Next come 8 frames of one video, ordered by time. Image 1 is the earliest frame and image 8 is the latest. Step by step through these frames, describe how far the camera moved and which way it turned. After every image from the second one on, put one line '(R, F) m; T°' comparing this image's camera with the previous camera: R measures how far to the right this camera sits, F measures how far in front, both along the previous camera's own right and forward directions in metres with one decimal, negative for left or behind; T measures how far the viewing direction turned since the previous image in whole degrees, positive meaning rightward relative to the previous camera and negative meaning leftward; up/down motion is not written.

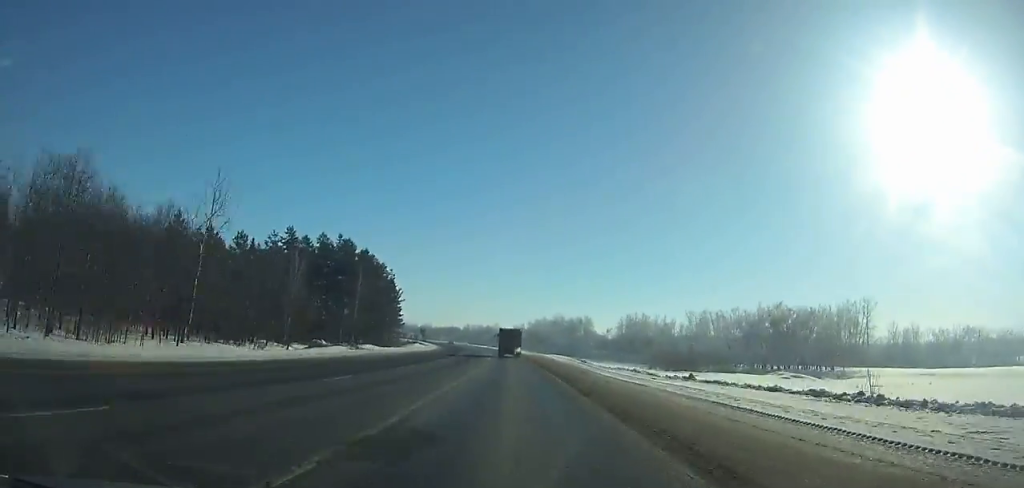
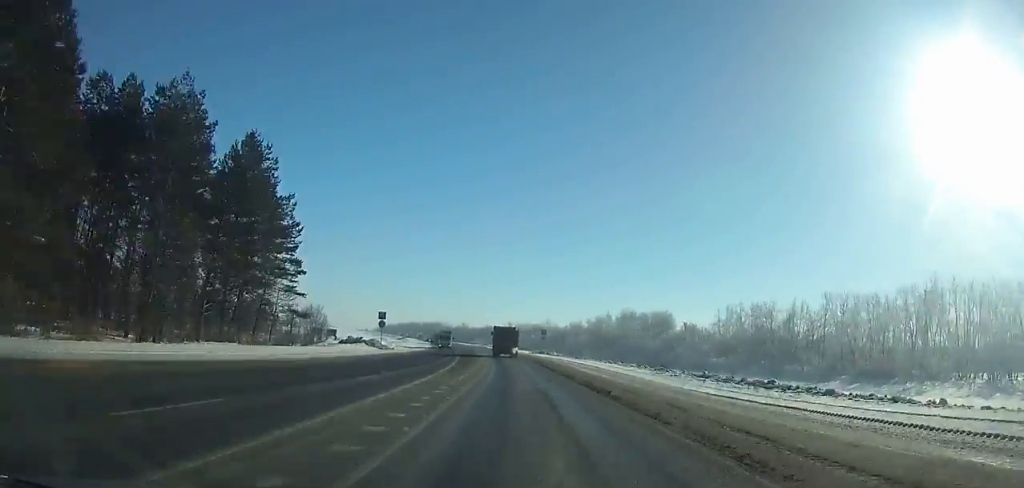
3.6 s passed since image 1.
(-4.9, +85.4) m; -6°
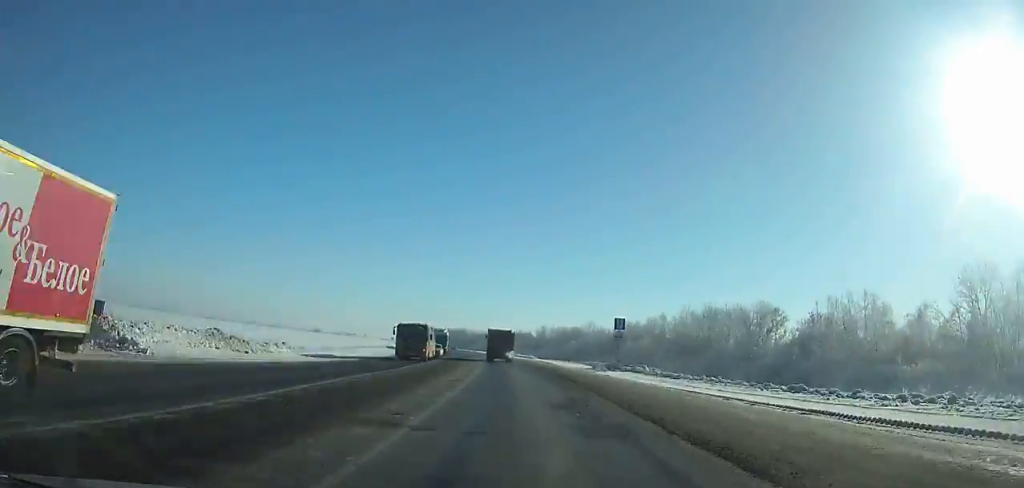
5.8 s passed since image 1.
(-1.6, +54.9) m; -4°
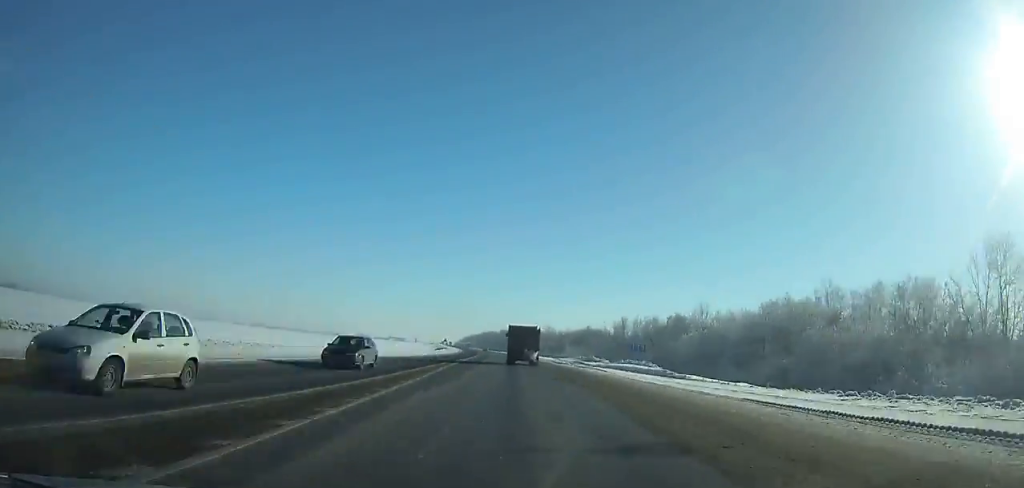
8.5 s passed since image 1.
(-3.3, +71.6) m; -4°
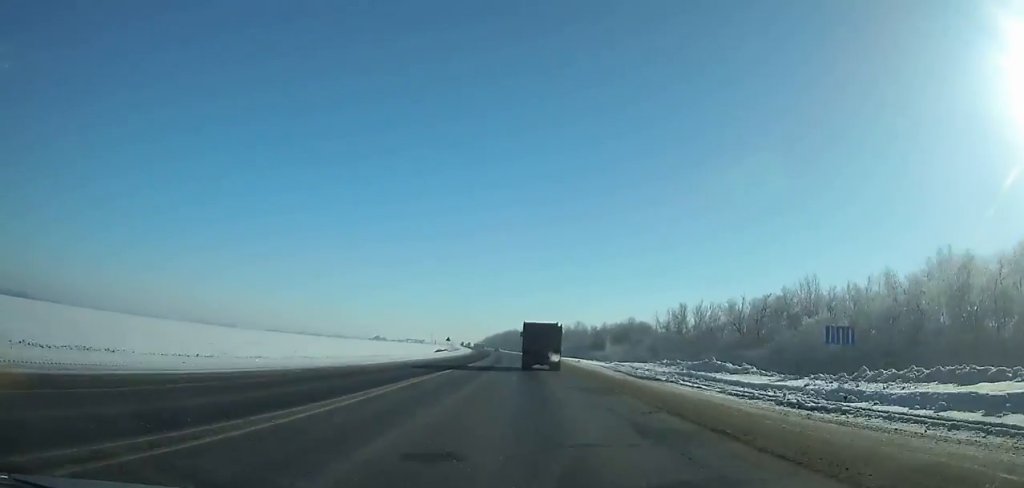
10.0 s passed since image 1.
(-0.9, +41.9) m; -2°
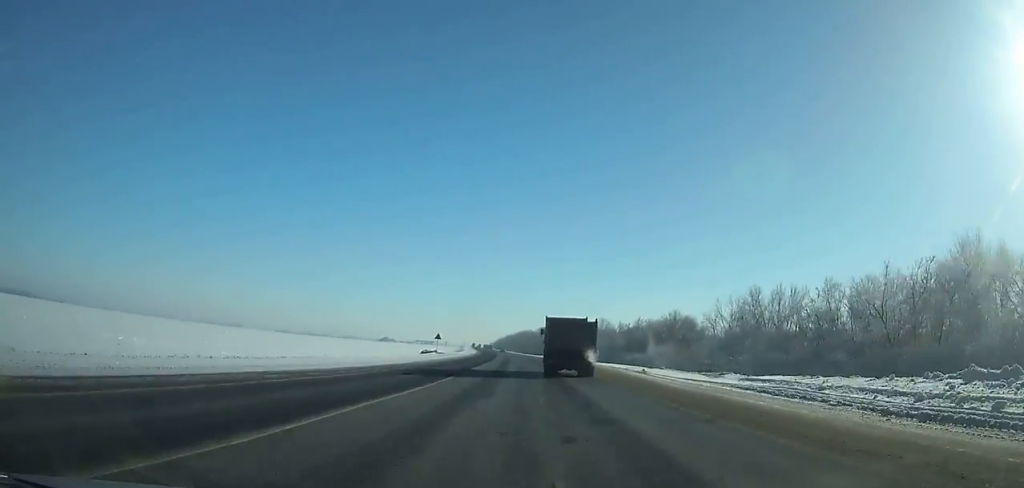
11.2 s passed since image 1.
(-0.4, +34.2) m; -1°
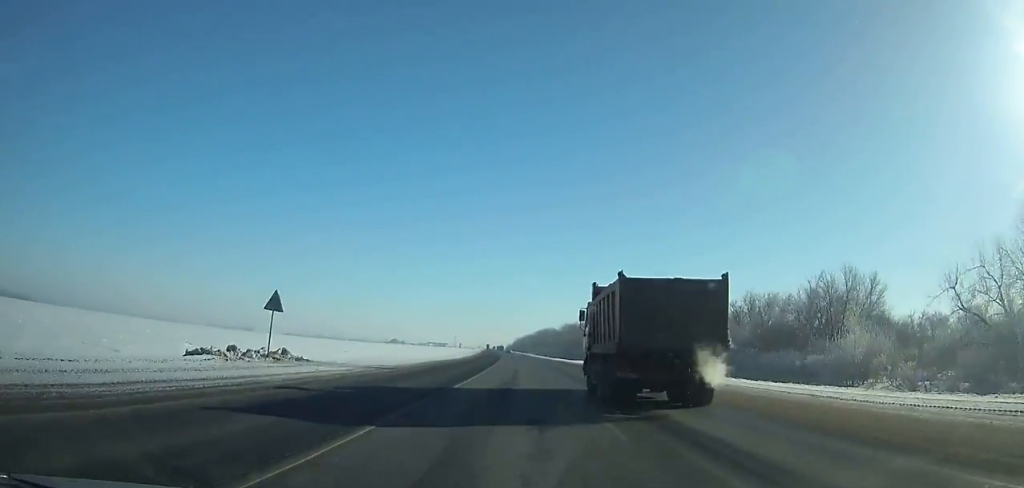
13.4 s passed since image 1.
(-1.0, +64.7) m; -1°
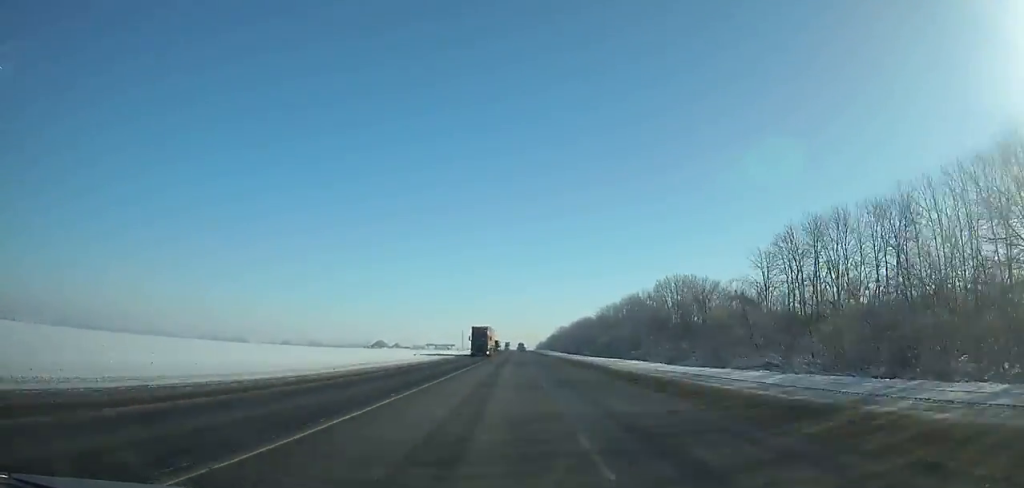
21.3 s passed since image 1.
(-7.3, +243.2) m; -3°
